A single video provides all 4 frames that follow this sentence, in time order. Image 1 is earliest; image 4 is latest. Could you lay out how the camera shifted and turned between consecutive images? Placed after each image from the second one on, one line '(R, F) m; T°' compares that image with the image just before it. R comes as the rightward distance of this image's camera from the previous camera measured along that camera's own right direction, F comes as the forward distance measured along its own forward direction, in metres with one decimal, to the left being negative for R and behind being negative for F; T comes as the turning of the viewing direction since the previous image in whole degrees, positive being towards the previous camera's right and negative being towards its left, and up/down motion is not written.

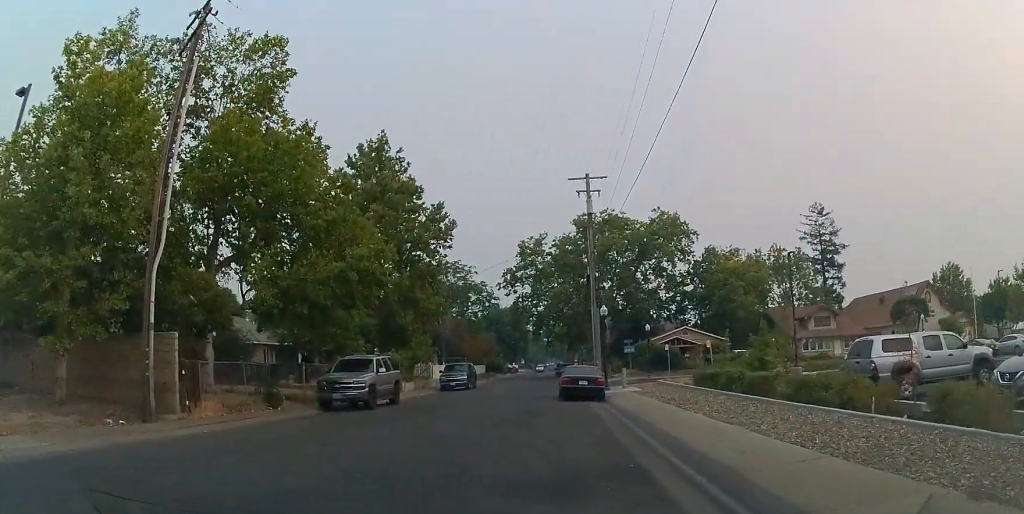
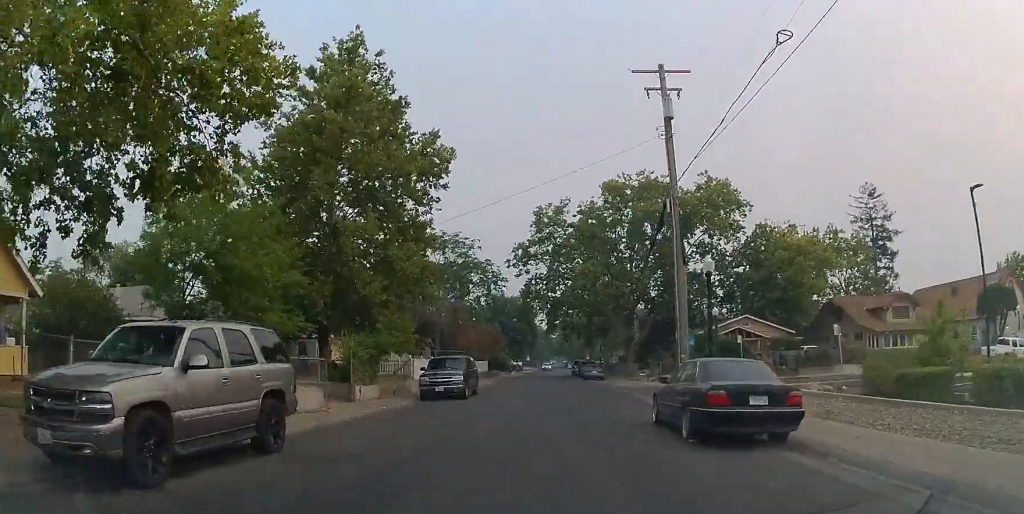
(-1.3, +13.2) m; +1°
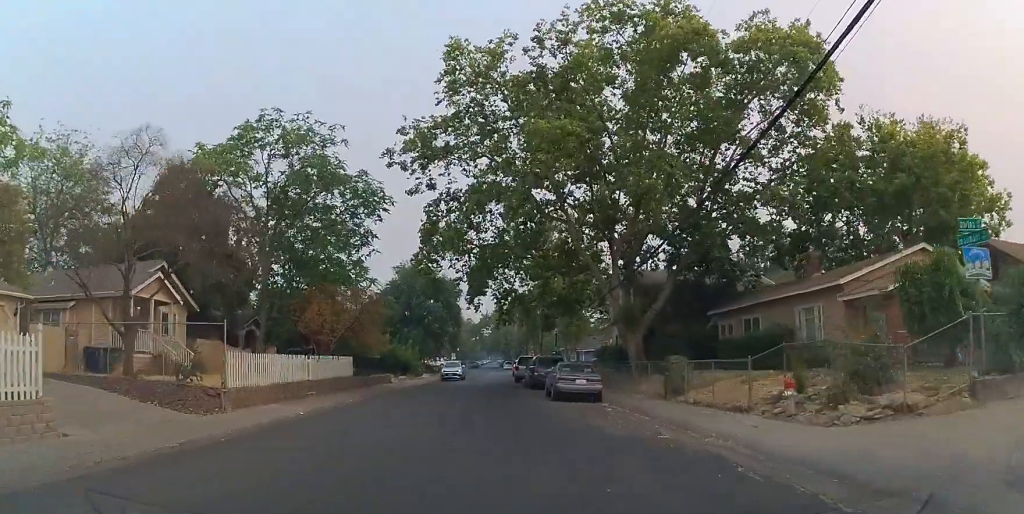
(+1.8, +30.0) m; +6°
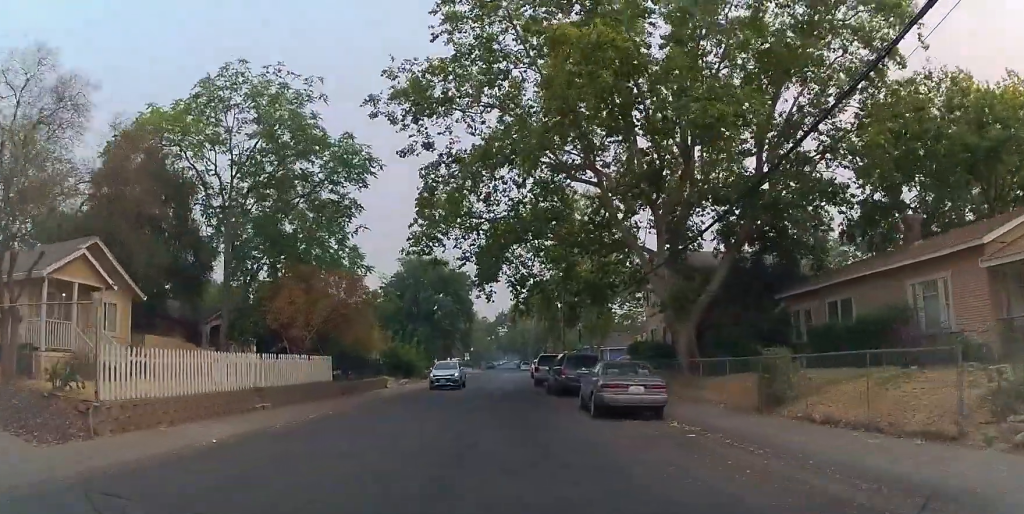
(+0.3, +6.5) m; 0°
